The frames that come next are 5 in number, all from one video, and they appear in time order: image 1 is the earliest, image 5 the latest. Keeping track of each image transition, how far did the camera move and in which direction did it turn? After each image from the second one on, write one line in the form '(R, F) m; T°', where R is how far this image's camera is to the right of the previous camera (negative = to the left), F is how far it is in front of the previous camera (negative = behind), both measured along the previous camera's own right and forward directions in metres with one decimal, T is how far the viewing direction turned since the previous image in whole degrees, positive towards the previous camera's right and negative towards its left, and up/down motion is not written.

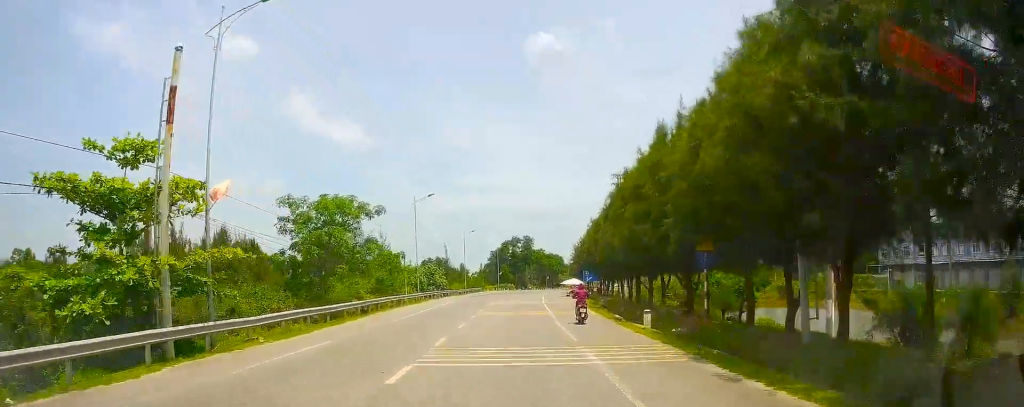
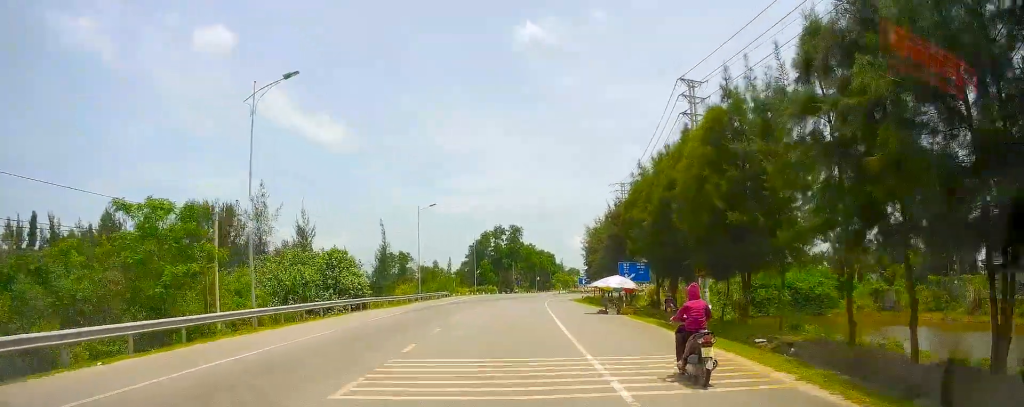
(-0.2, +38.3) m; 0°
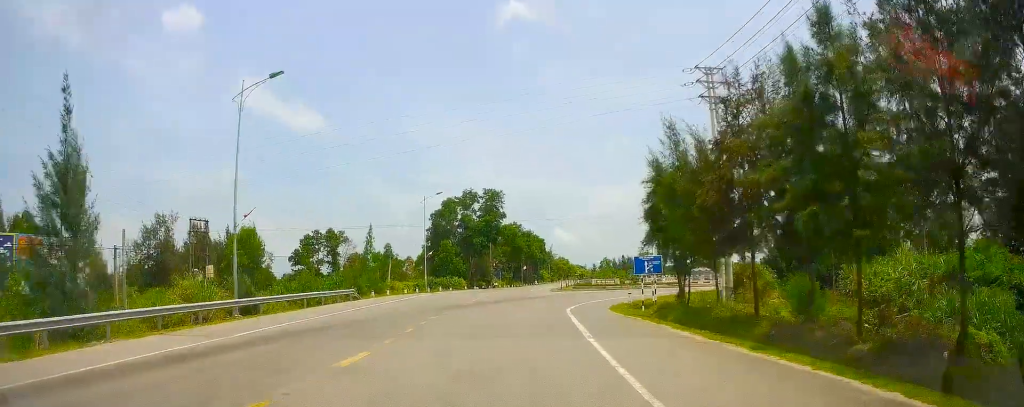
(+1.6, +45.4) m; +3°
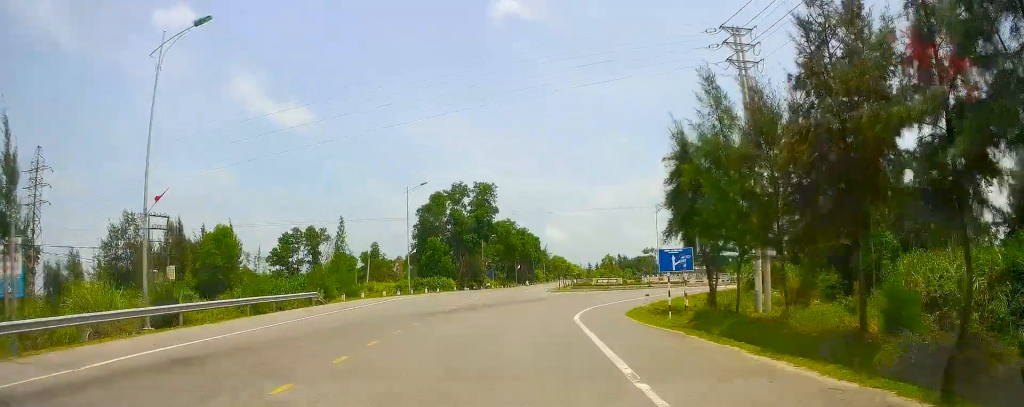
(-0.2, +7.2) m; 0°
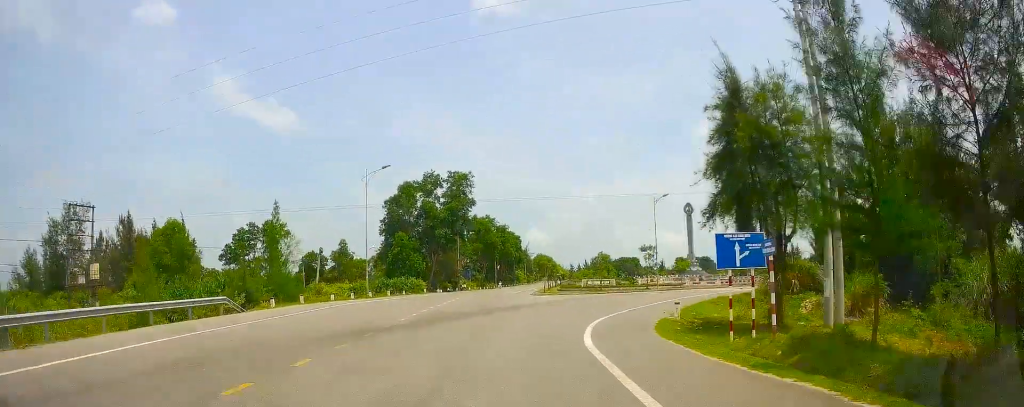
(+0.3, +10.1) m; 0°
